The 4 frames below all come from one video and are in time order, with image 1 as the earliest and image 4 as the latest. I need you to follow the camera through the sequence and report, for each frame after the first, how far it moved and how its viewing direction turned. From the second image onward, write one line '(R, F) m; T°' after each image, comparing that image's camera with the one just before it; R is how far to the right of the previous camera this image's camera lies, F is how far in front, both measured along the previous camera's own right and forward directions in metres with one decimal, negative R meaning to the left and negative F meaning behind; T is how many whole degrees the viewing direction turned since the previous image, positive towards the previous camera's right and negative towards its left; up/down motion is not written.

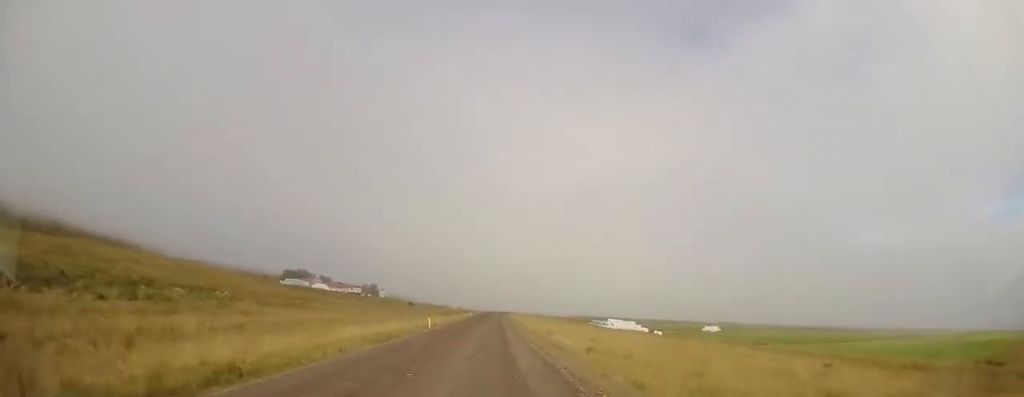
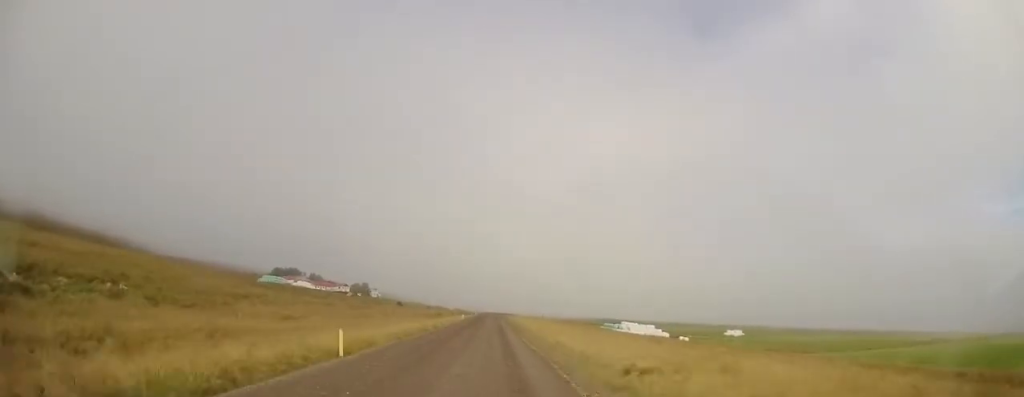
(+0.1, +16.8) m; 0°
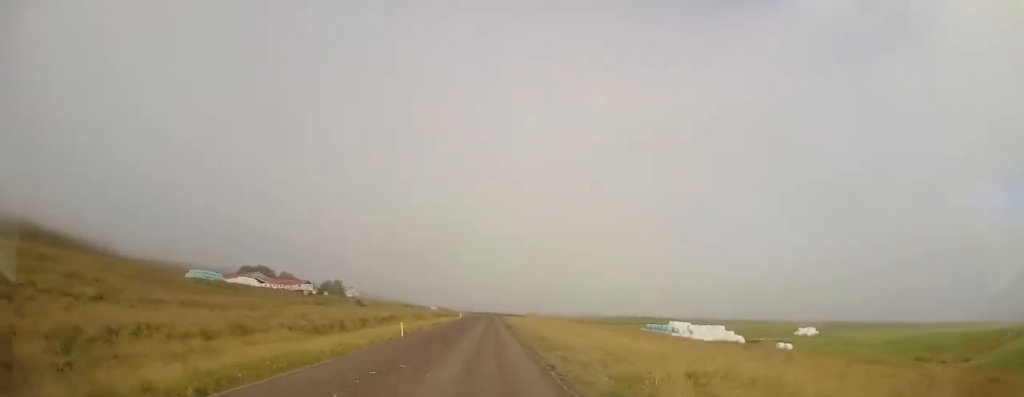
(+0.1, +38.9) m; 0°
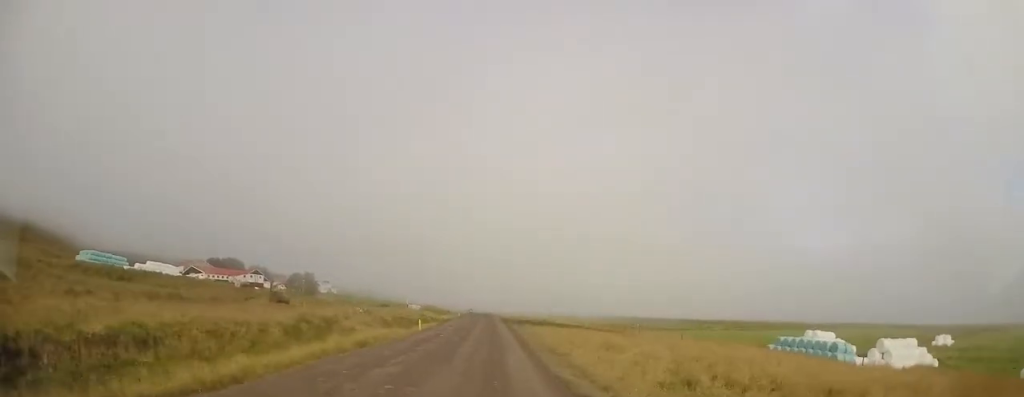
(-1.1, +43.4) m; -2°
